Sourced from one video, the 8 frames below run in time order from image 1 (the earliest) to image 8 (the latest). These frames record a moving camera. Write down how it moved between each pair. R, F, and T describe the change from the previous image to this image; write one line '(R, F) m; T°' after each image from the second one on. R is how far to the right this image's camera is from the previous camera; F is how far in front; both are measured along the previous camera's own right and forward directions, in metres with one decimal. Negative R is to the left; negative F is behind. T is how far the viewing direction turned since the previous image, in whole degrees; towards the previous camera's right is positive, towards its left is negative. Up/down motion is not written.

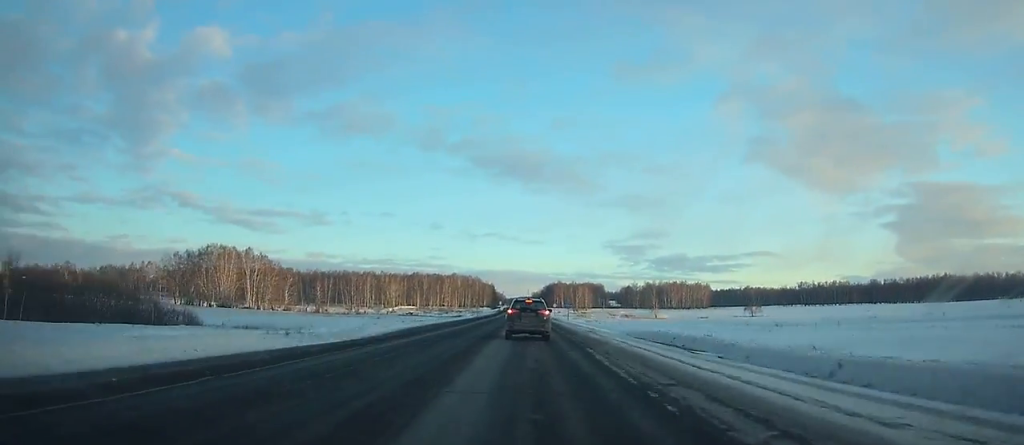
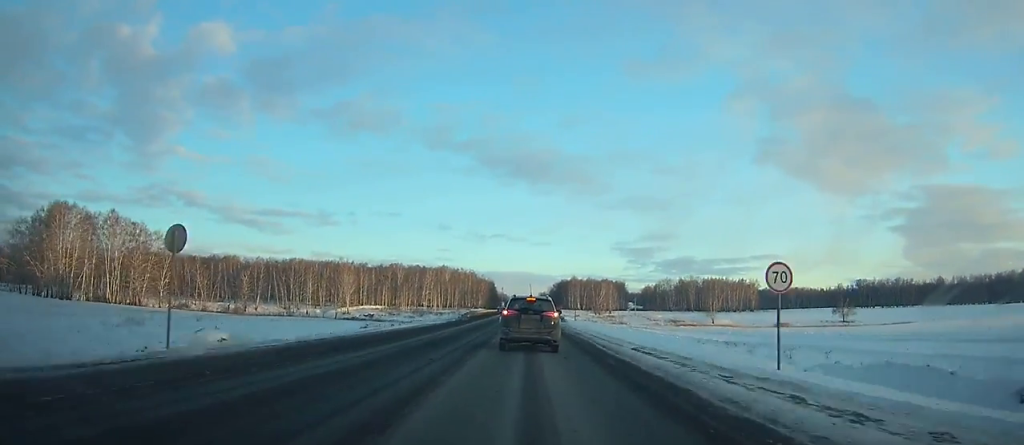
(-1.1, +88.6) m; -1°
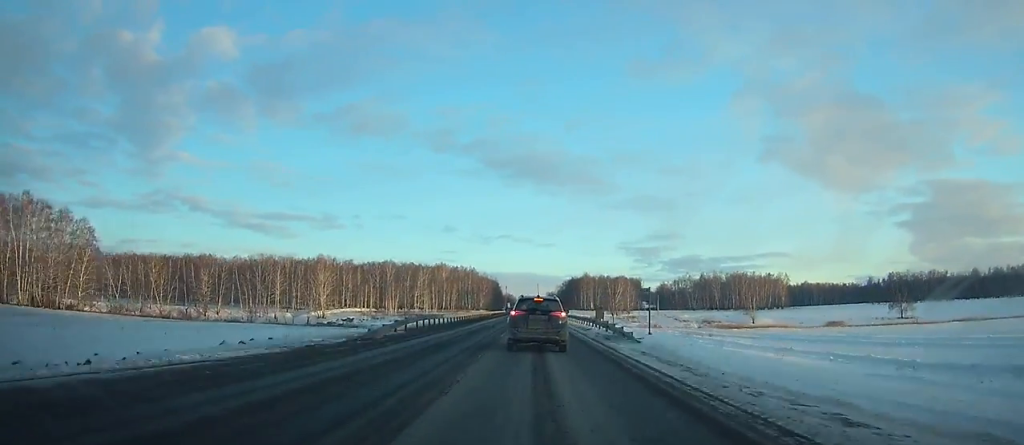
(-0.3, +40.2) m; 0°
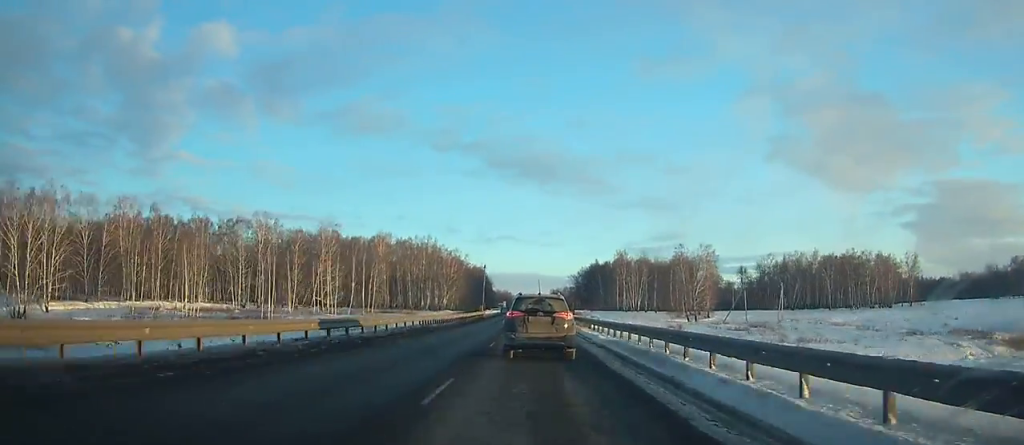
(+0.1, +135.7) m; 0°
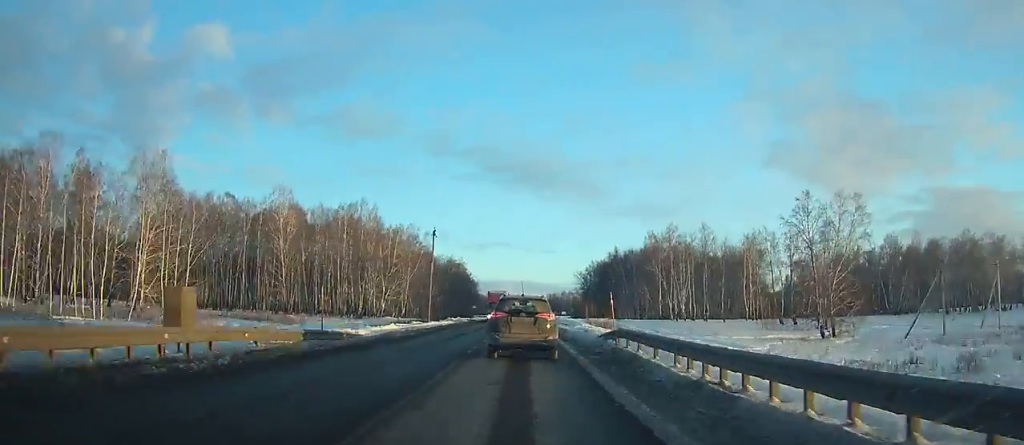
(-0.2, +70.8) m; 0°
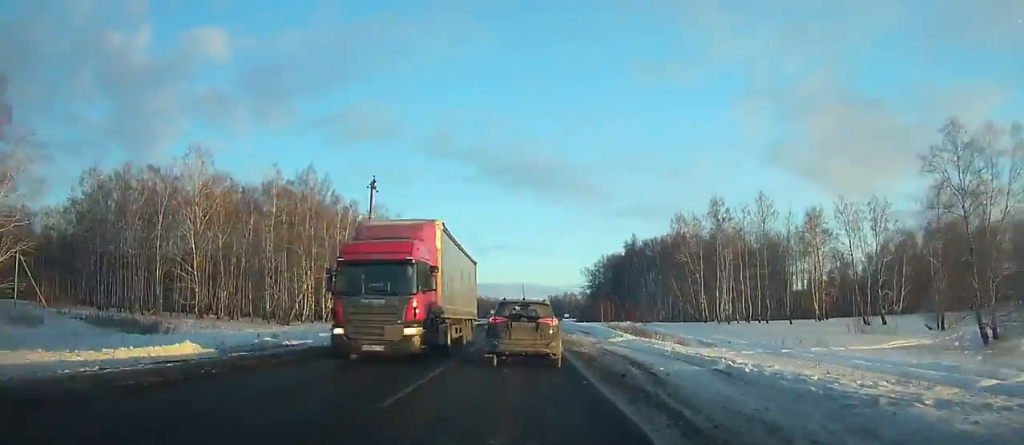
(0.0, +28.6) m; 0°
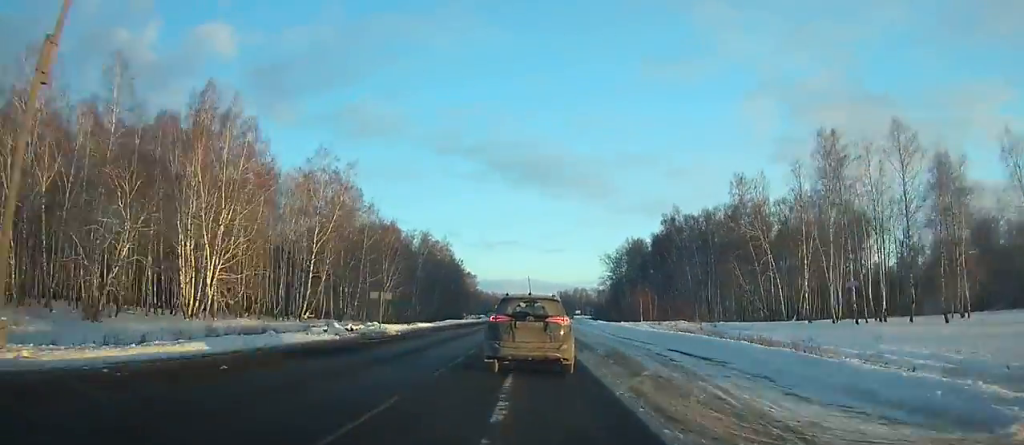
(0.0, +31.6) m; 0°
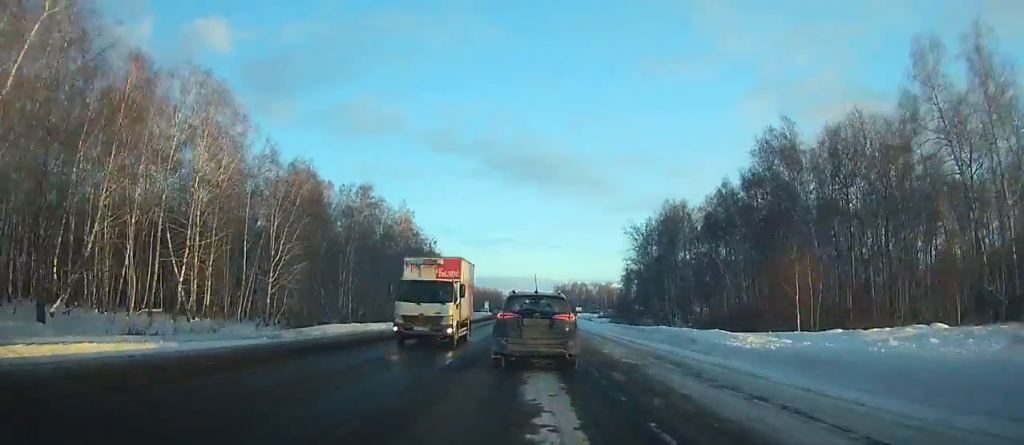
(0.0, +48.5) m; 0°
